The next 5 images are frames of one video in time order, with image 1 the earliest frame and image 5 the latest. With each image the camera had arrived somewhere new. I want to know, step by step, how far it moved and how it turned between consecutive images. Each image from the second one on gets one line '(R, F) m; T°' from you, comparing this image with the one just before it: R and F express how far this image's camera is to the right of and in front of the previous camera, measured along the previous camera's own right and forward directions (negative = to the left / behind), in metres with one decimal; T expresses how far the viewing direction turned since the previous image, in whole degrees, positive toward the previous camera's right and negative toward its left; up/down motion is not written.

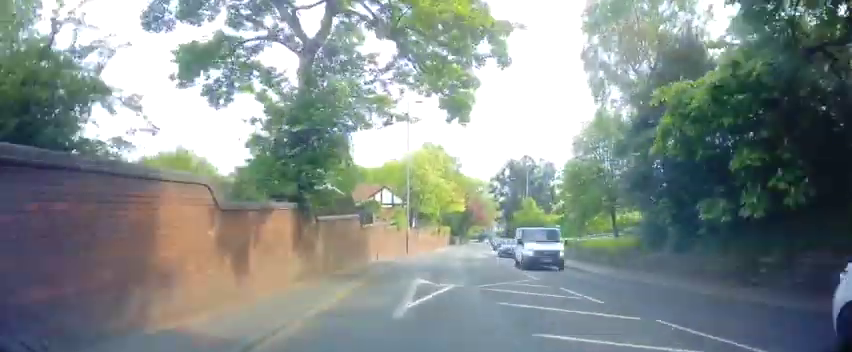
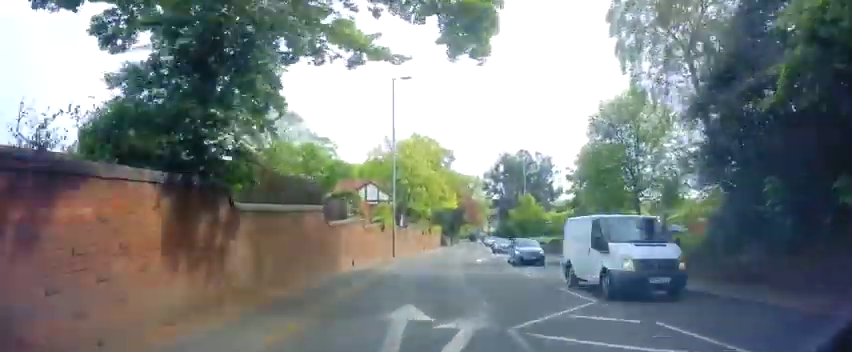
(+0.5, +5.9) m; +2°
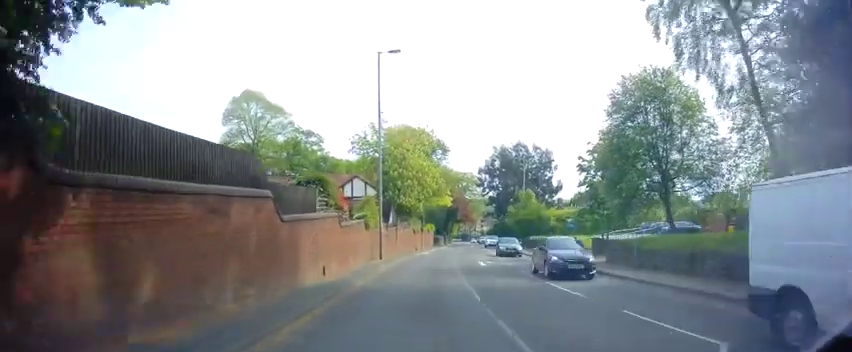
(+0.2, +4.8) m; +1°
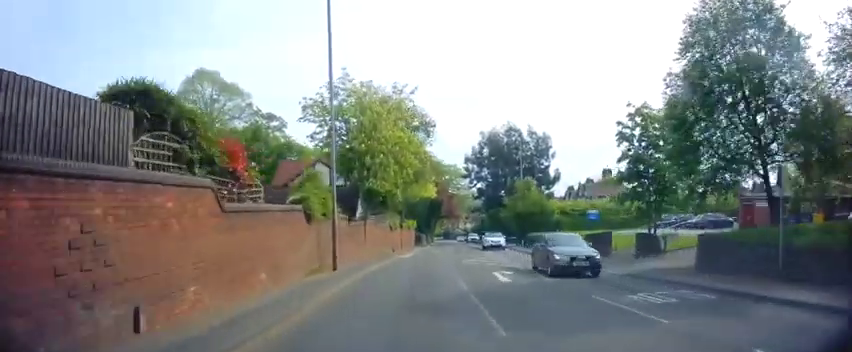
(-0.3, +9.9) m; 0°
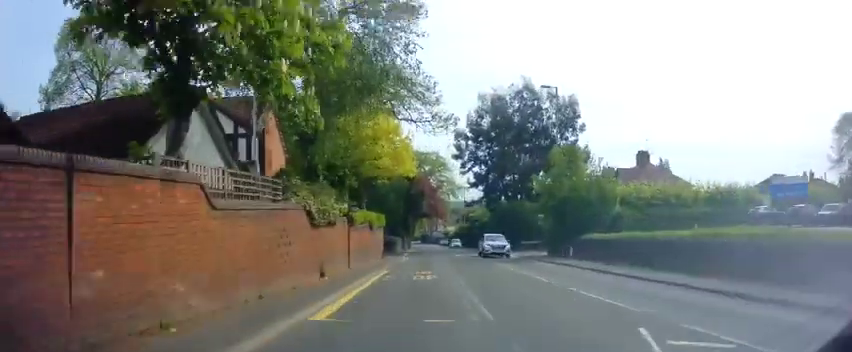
(+1.0, +21.1) m; +4°
